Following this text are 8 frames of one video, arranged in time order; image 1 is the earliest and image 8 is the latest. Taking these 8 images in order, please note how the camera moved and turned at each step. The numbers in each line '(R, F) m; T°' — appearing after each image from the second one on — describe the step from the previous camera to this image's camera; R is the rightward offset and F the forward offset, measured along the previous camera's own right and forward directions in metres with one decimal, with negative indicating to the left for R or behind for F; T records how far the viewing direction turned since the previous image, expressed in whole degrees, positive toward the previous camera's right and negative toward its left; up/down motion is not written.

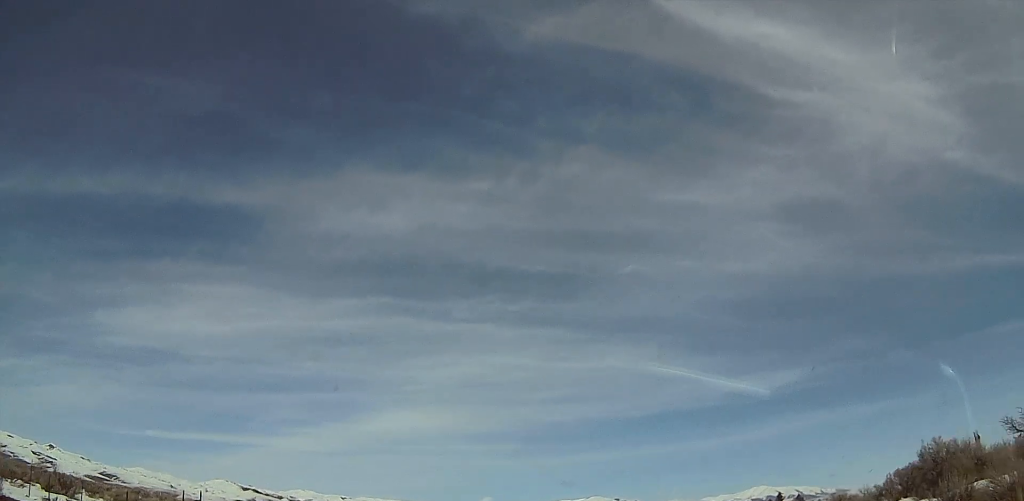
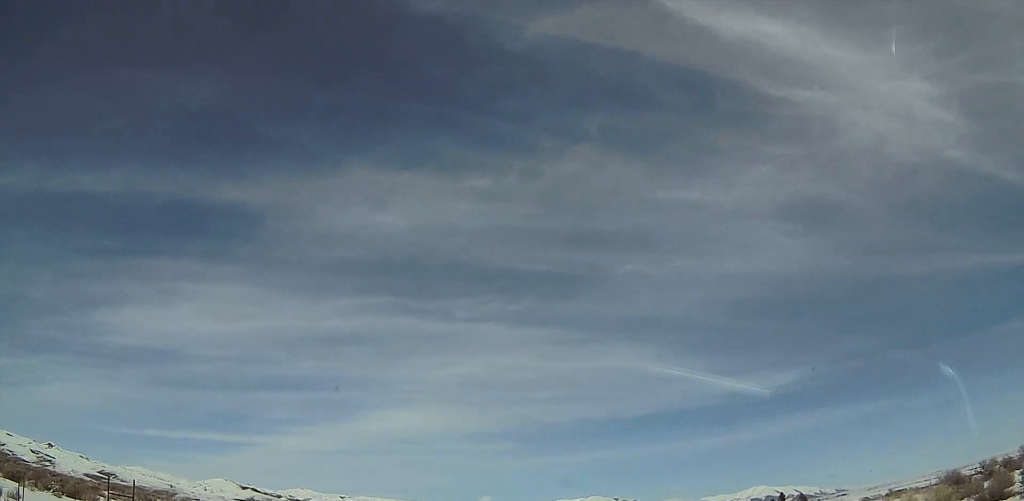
(0.0, +7.6) m; 0°
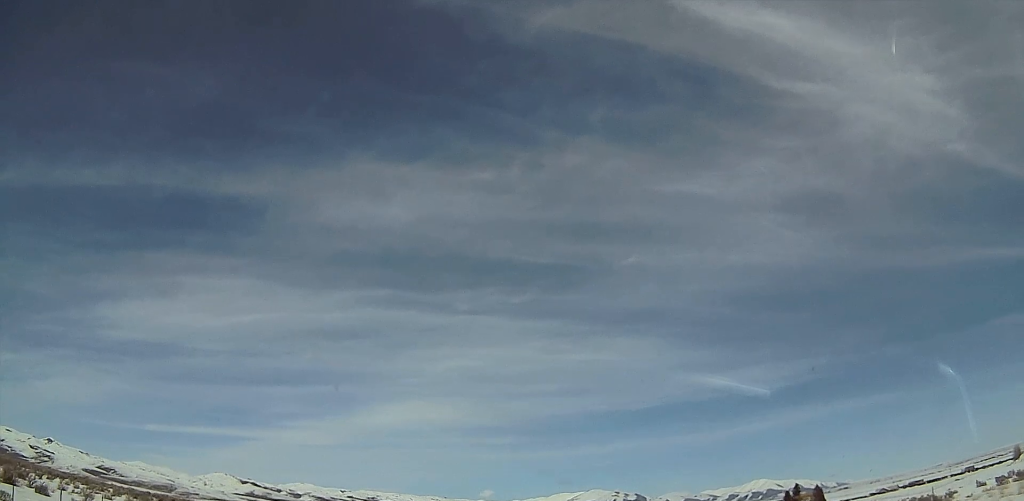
(-0.3, +28.1) m; -1°
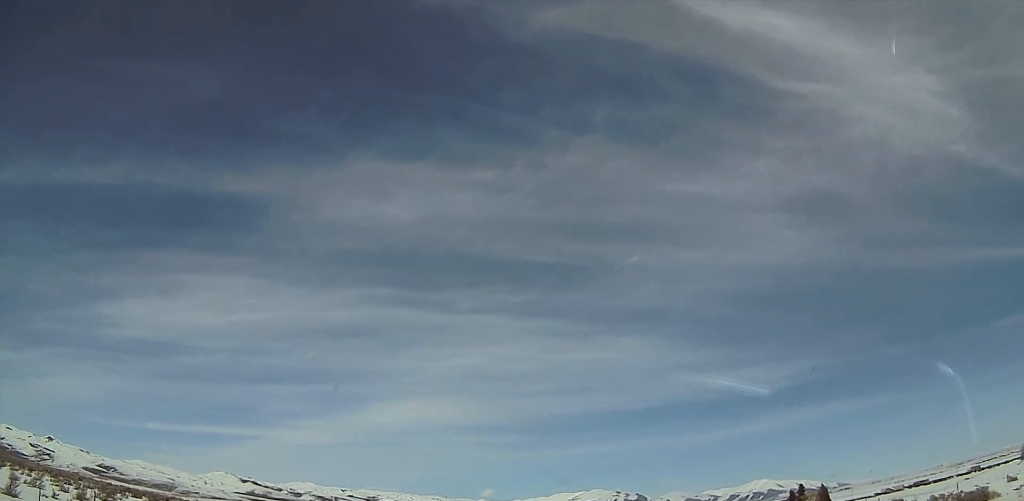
(0.0, +7.7) m; 0°
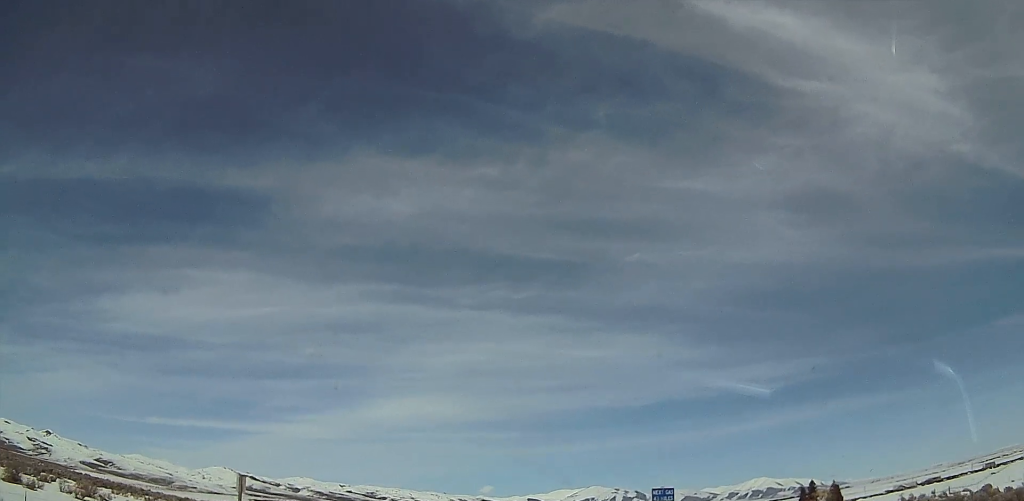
(0.0, +22.1) m; 0°
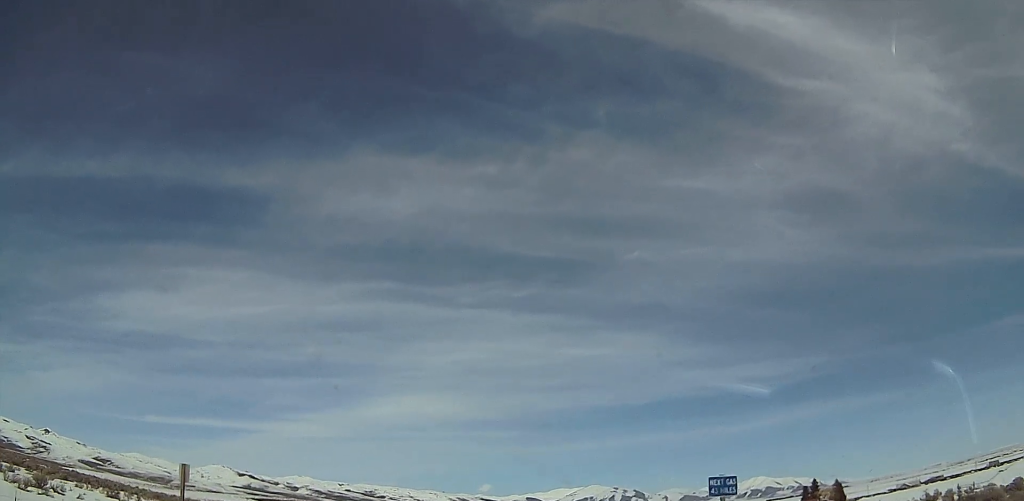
(0.0, +6.7) m; 0°
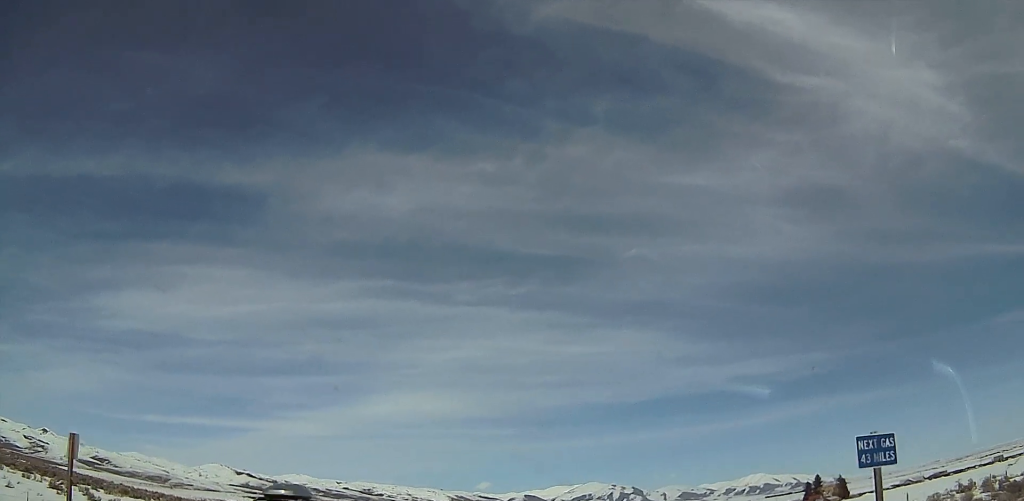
(0.0, +8.3) m; 0°
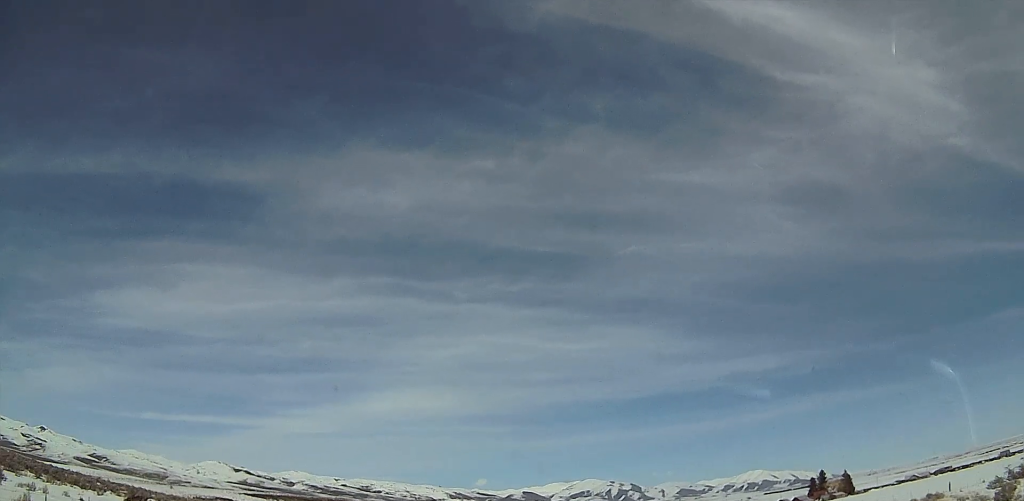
(0.0, +10.9) m; 0°
